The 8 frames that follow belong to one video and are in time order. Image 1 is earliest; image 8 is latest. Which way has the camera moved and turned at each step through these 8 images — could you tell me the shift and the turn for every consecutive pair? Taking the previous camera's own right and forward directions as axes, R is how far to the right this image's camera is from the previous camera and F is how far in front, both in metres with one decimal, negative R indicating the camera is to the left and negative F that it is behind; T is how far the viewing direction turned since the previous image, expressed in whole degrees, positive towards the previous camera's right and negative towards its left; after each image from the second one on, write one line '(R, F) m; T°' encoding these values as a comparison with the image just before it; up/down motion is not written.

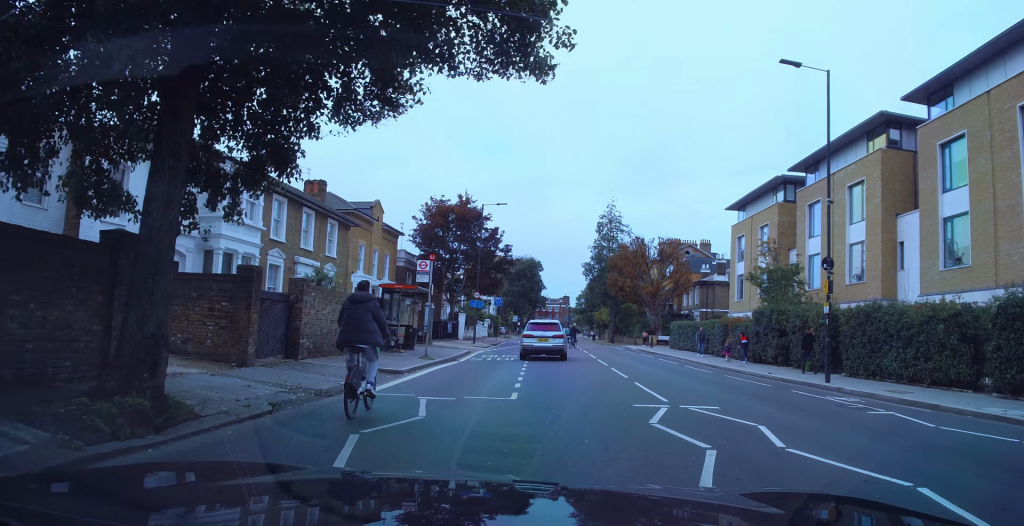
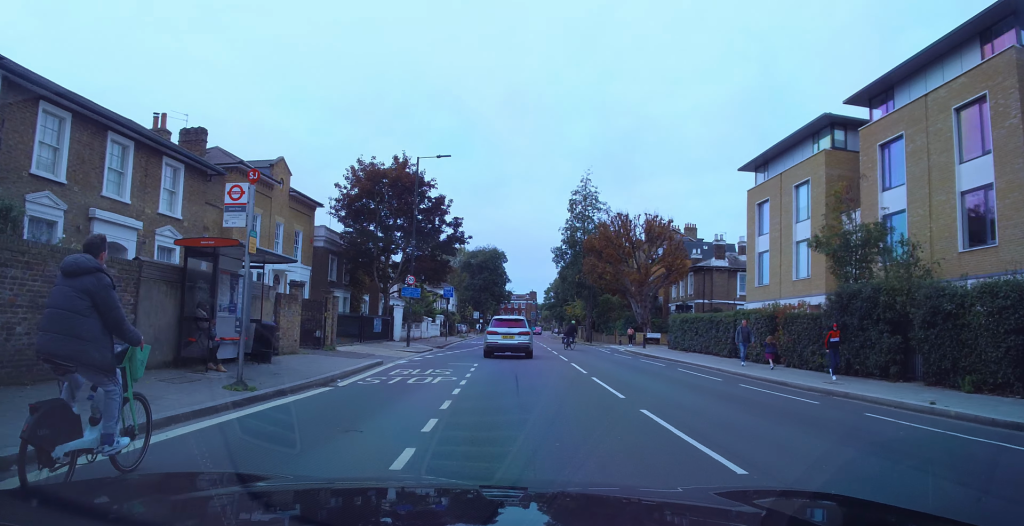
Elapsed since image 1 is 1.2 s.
(0.0, +12.7) m; +1°
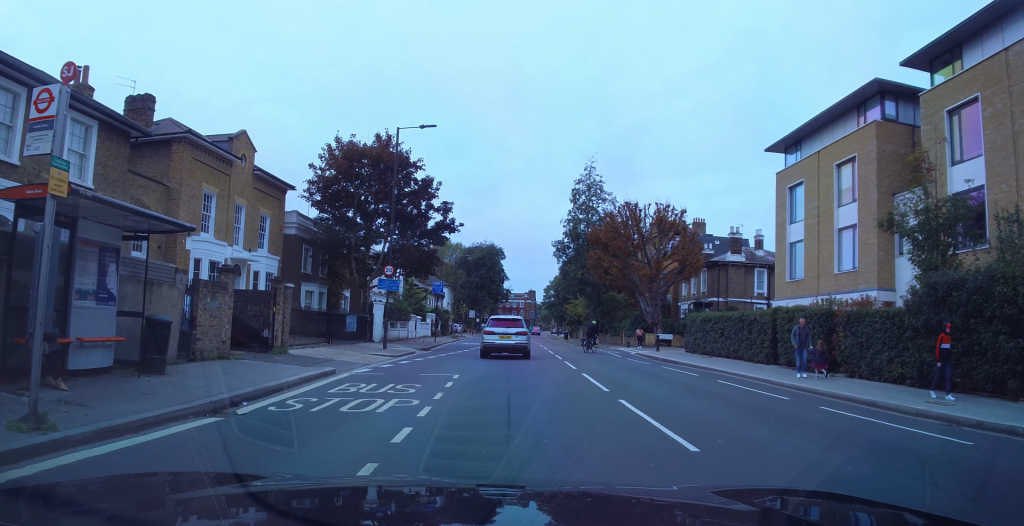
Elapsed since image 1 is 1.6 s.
(0.0, +5.2) m; +1°
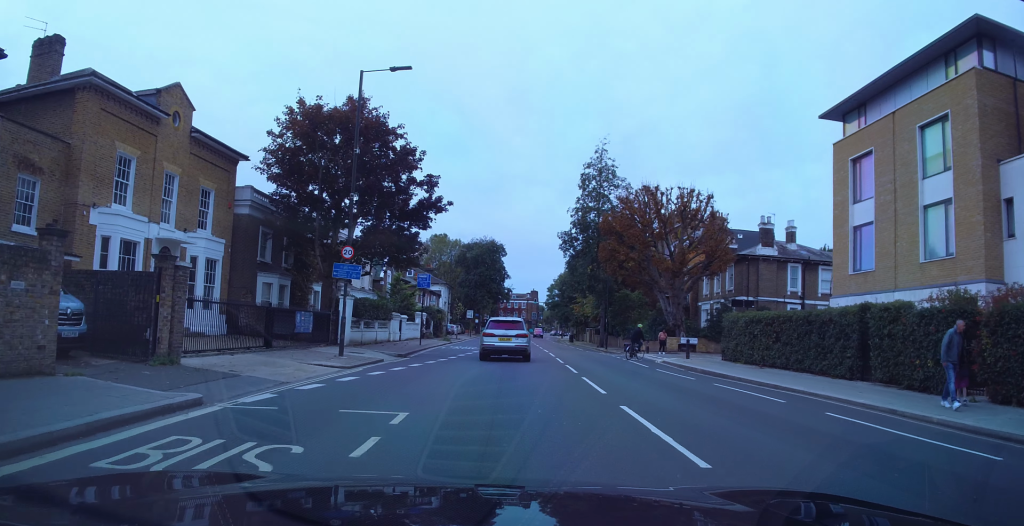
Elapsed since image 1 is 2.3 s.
(+0.1, +6.9) m; +2°
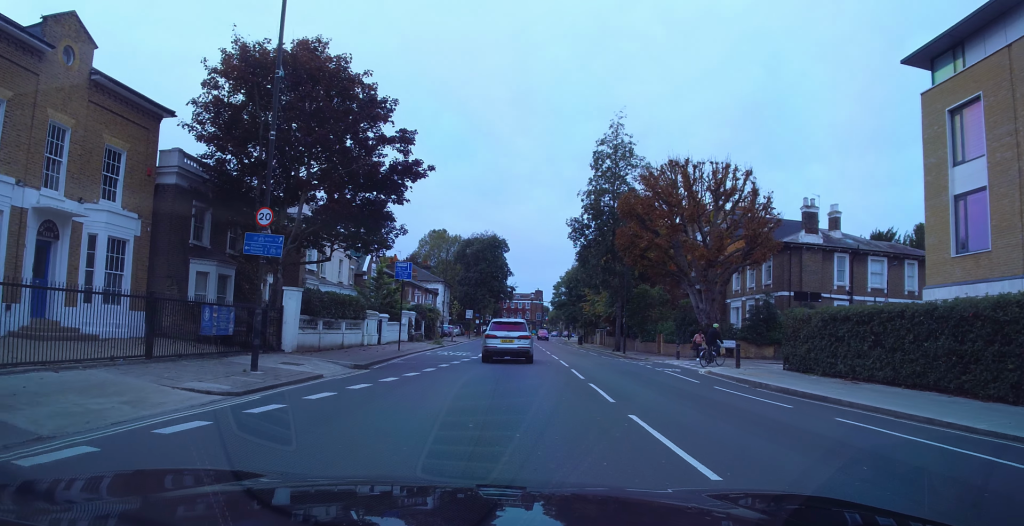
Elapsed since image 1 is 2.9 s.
(+0.1, +7.4) m; +2°
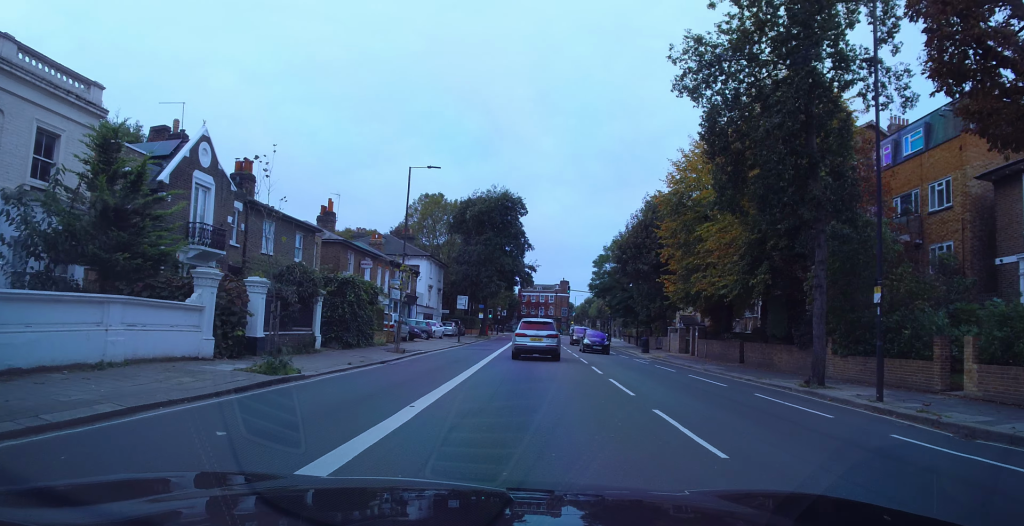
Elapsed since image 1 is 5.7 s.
(+0.4, +30.8) m; -1°
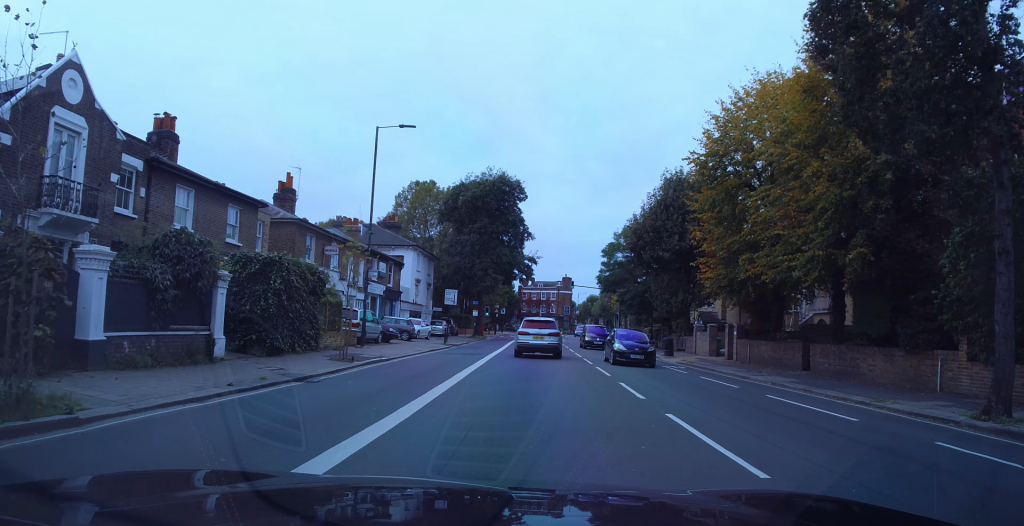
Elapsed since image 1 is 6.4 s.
(-0.2, +7.6) m; 0°
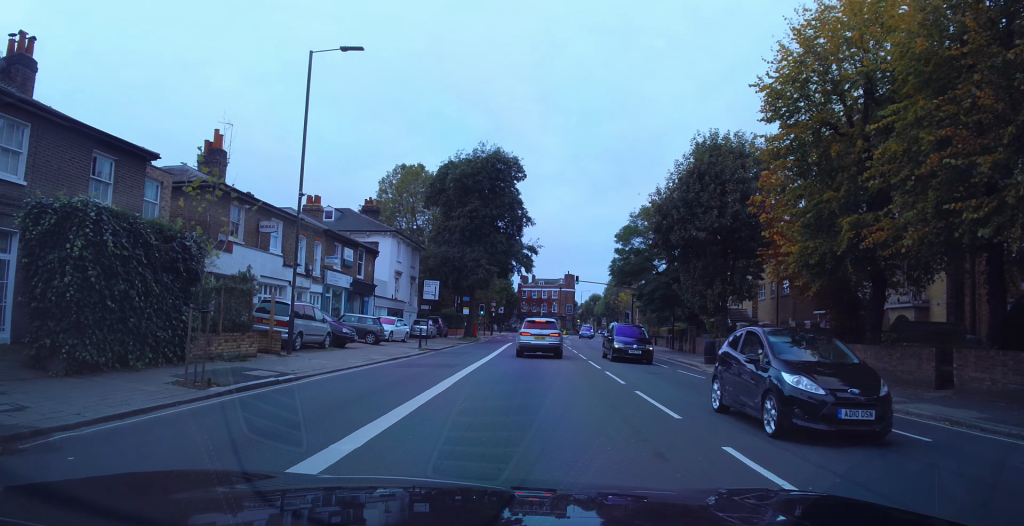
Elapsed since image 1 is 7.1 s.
(0.0, +8.8) m; +1°
